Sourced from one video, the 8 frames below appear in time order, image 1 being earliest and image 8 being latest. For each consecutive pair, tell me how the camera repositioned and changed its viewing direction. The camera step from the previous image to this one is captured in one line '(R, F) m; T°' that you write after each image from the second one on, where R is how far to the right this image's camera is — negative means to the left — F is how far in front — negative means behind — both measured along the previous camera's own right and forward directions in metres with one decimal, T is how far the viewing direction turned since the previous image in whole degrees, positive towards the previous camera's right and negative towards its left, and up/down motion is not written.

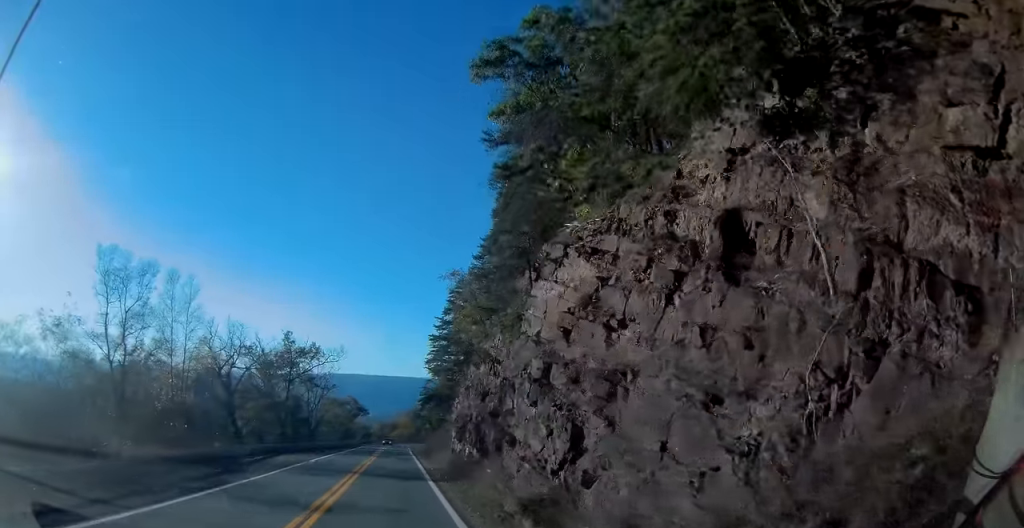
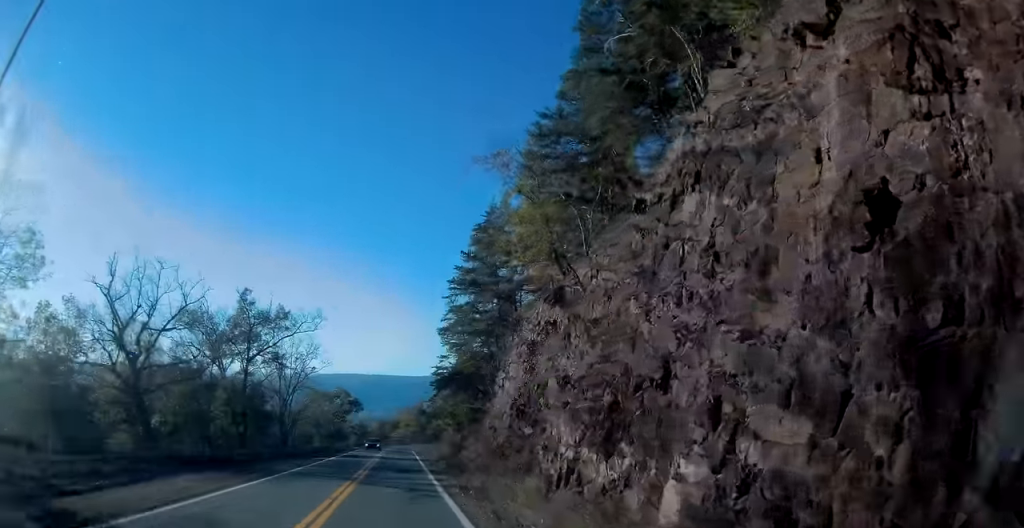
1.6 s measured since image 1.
(+0.3, +22.0) m; +1°
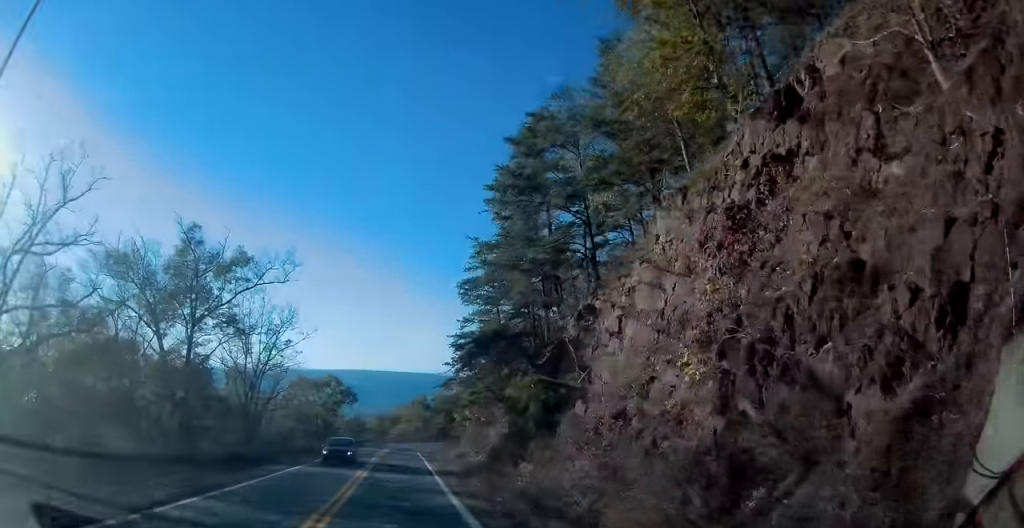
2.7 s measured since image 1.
(-0.1, +15.6) m; 0°
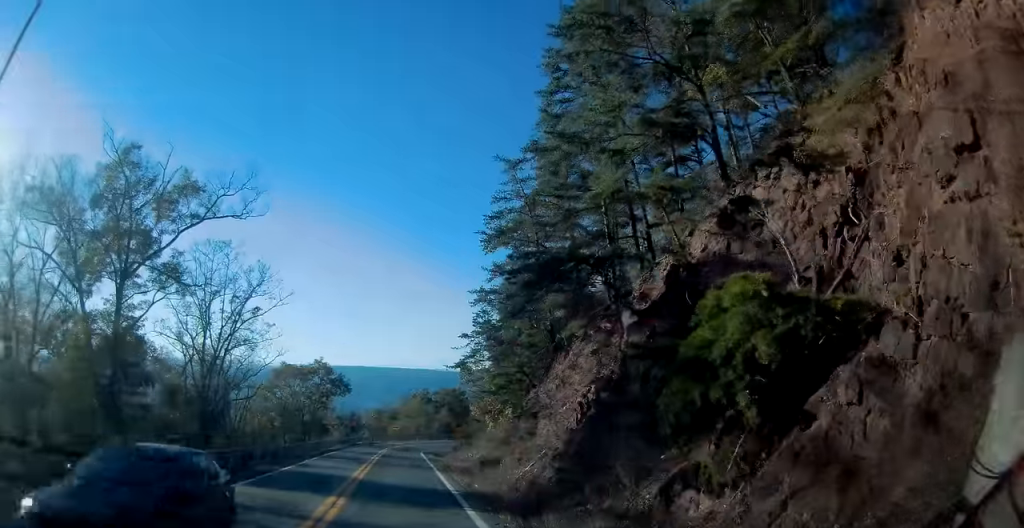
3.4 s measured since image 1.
(0.0, +11.0) m; 0°
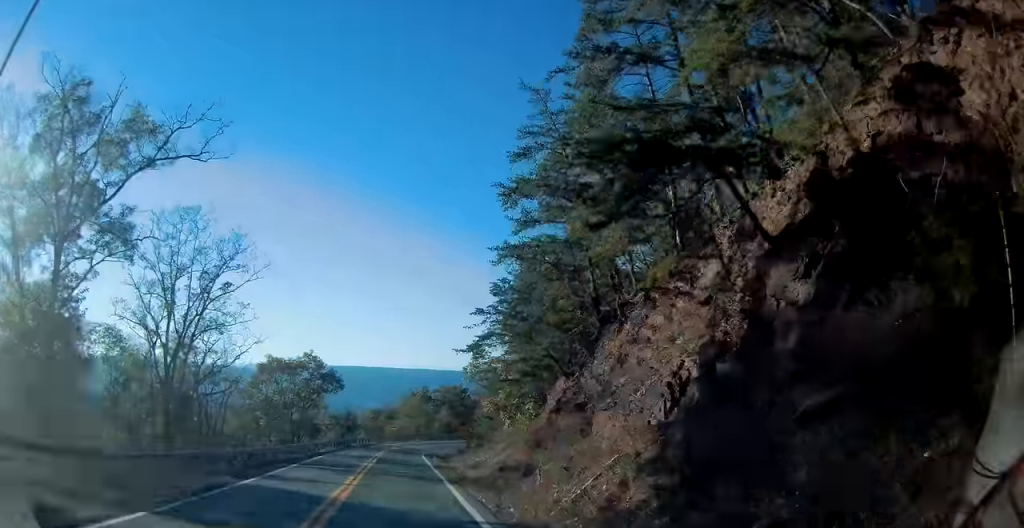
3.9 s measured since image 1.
(+0.1, +6.2) m; 0°
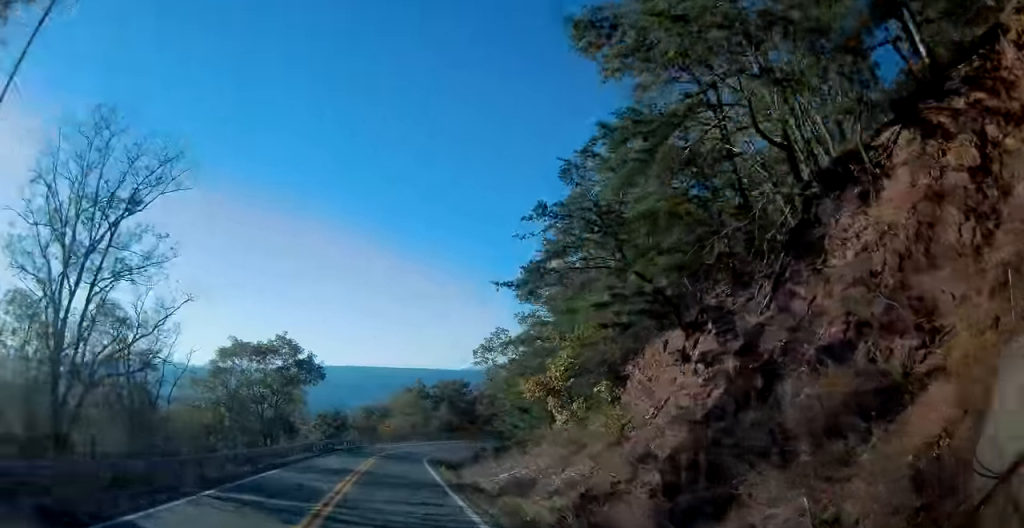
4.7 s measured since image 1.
(-0.1, +11.6) m; 0°
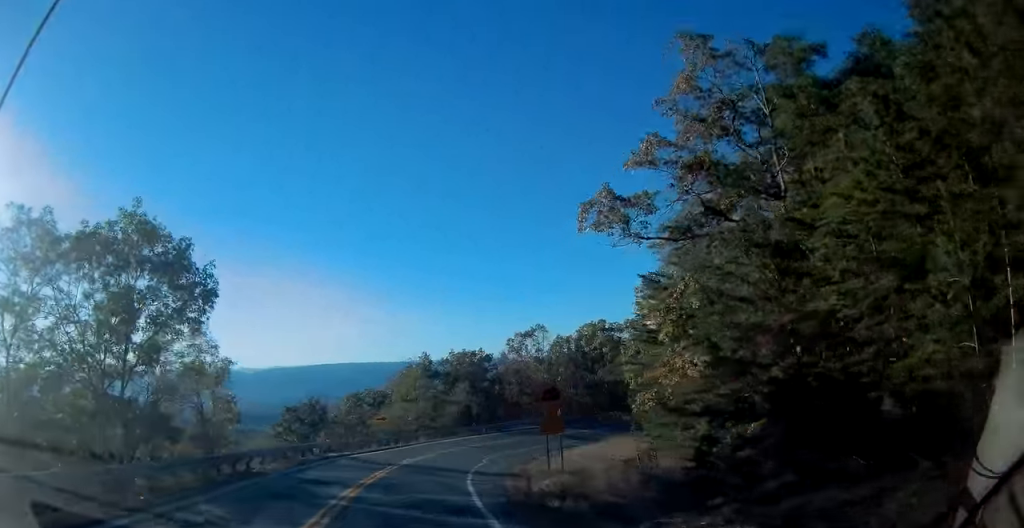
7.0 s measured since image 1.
(+0.5, +29.6) m; +2°
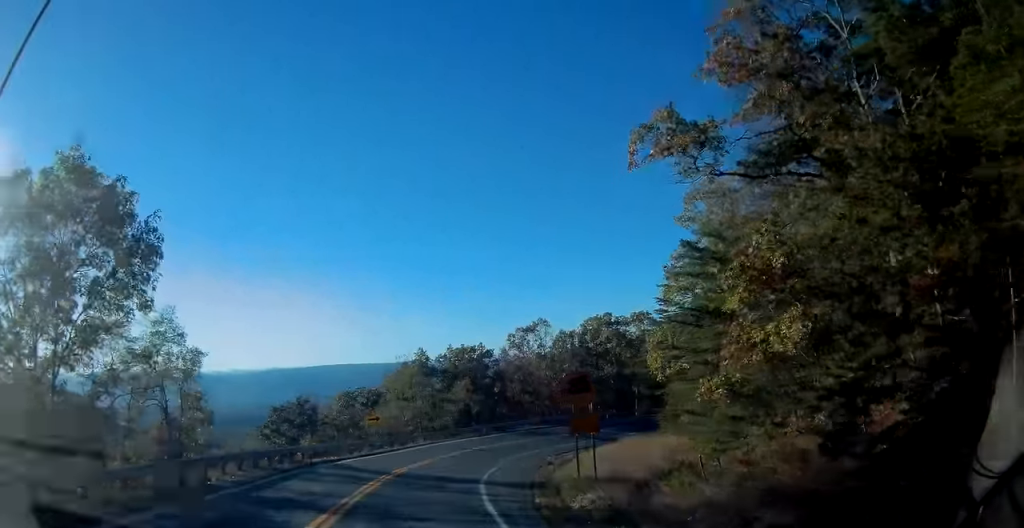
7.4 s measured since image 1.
(0.0, +5.1) m; 0°
